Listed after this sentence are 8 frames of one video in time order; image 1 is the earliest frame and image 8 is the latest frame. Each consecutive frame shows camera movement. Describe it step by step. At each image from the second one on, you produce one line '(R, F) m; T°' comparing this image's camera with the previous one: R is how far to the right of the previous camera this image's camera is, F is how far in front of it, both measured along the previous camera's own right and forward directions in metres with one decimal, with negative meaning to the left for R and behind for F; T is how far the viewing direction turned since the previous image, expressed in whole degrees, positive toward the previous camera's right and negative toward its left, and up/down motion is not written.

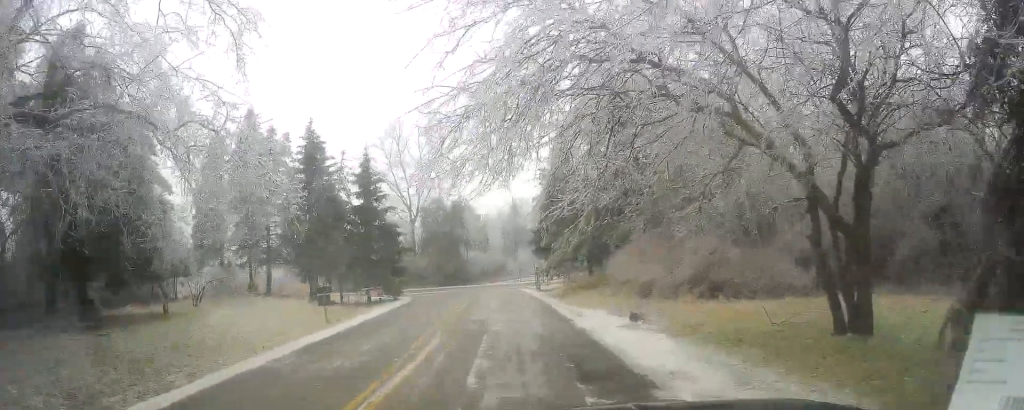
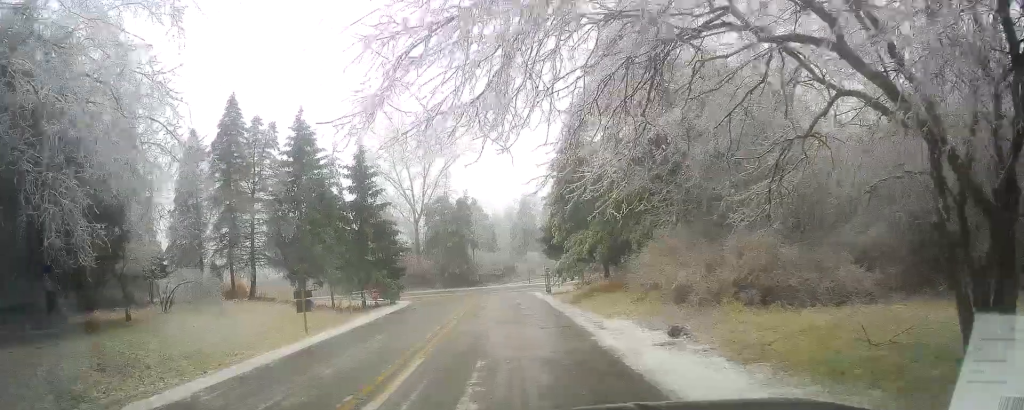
(-0.1, +3.7) m; +2°
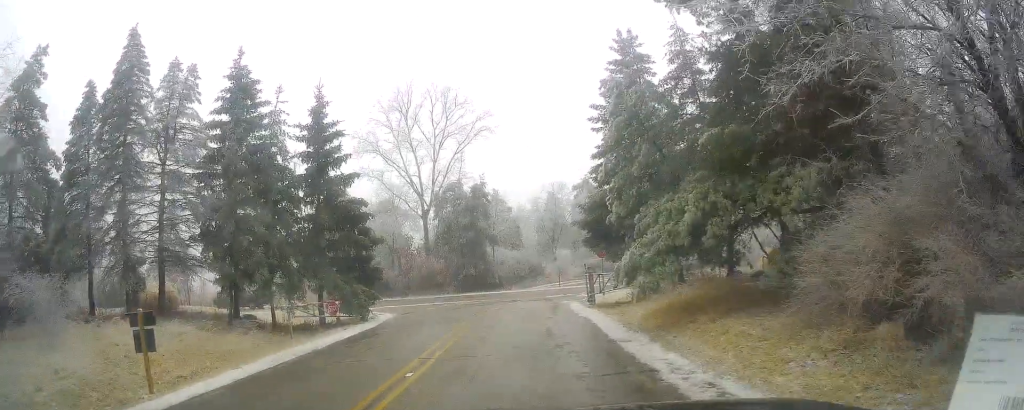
(+0.4, +12.8) m; +1°
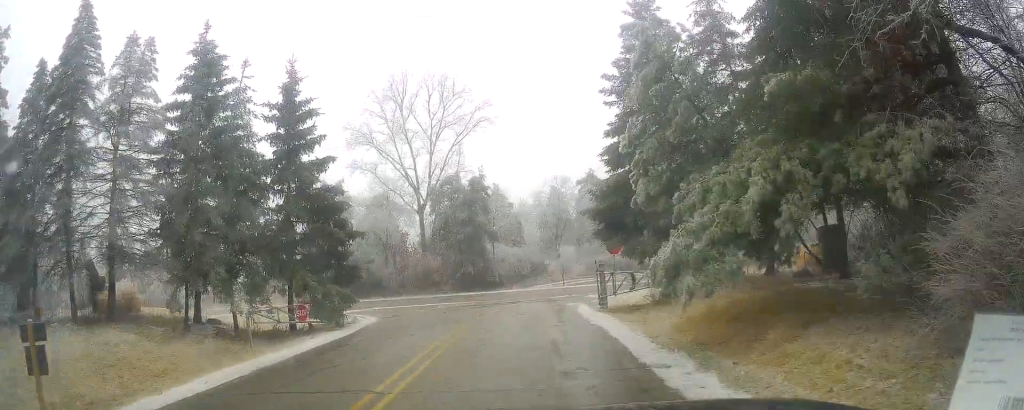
(-0.3, +4.1) m; 0°
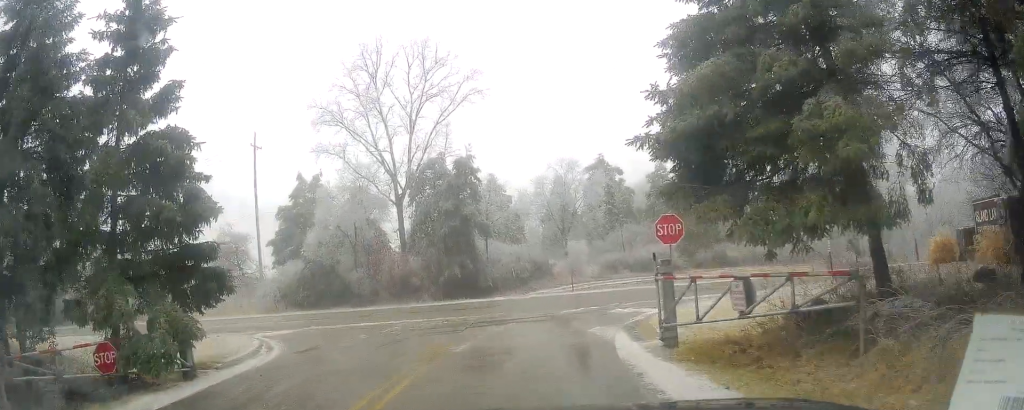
(+0.1, +12.5) m; -4°
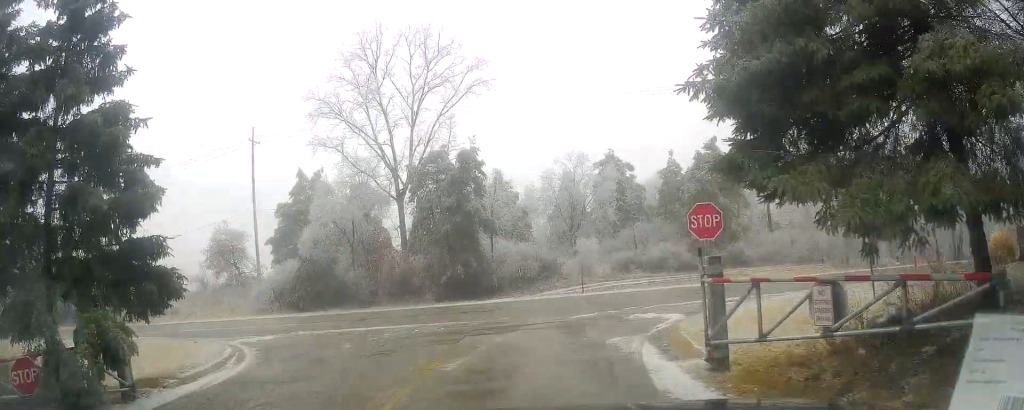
(0.0, +2.9) m; 0°
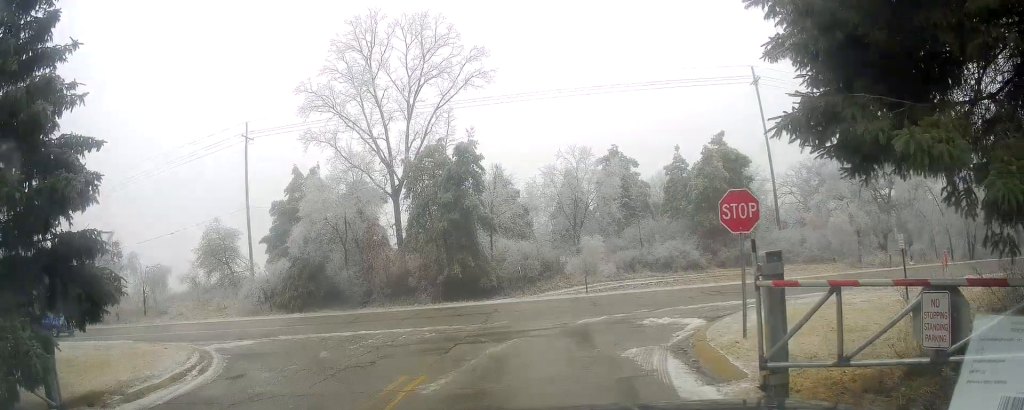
(0.0, +2.5) m; 0°
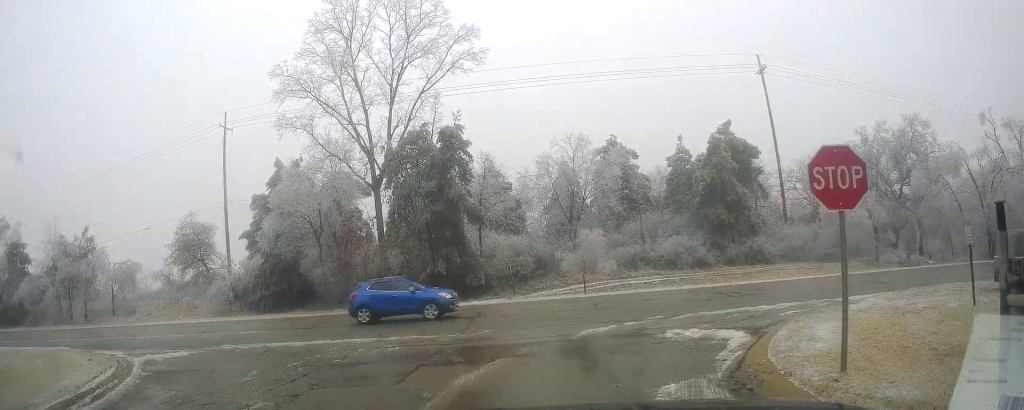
(0.0, +4.9) m; 0°
